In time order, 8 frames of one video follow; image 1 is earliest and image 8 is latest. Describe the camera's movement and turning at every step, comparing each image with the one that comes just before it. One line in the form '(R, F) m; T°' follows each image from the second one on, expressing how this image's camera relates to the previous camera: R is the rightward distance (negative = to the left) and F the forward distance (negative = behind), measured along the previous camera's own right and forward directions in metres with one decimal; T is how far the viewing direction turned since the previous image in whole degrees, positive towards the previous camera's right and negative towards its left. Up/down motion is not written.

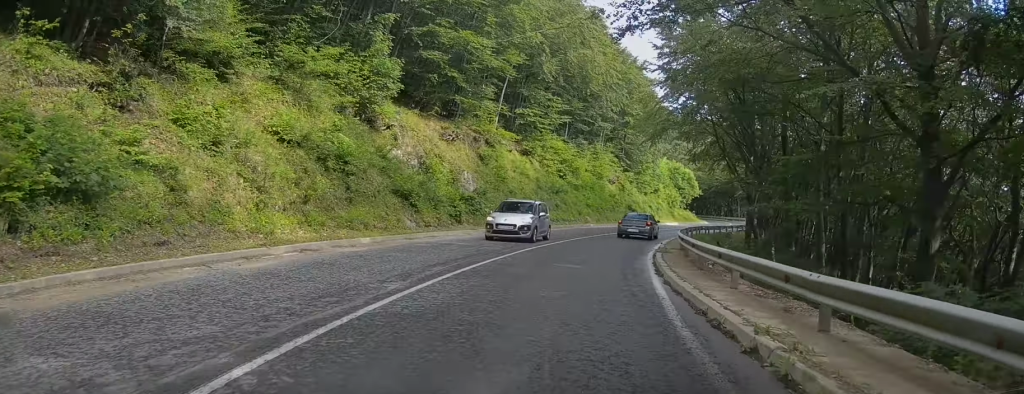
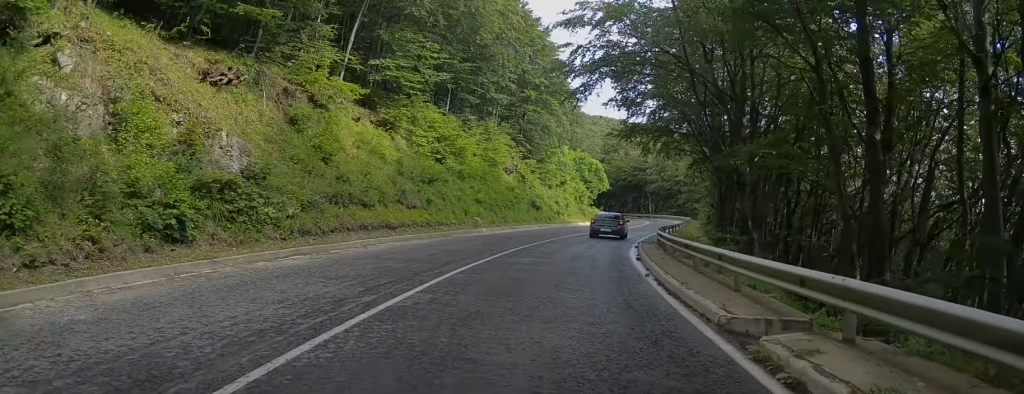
(+0.9, +17.1) m; +6°
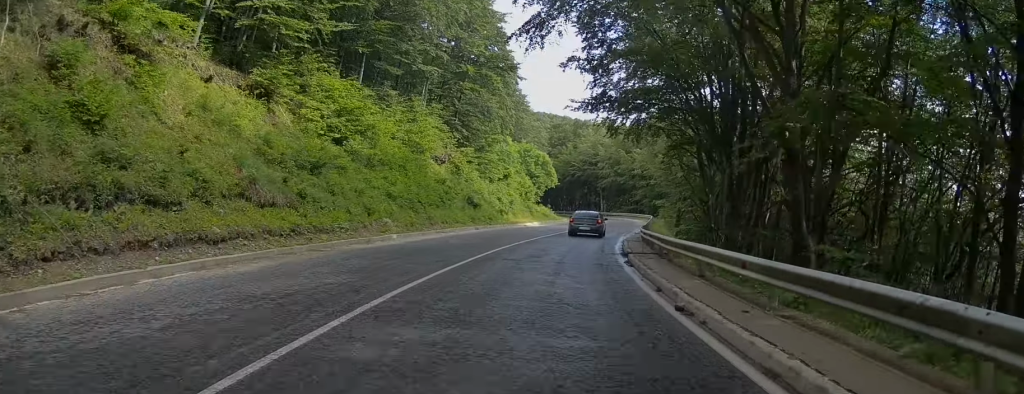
(+0.1, +10.2) m; +4°
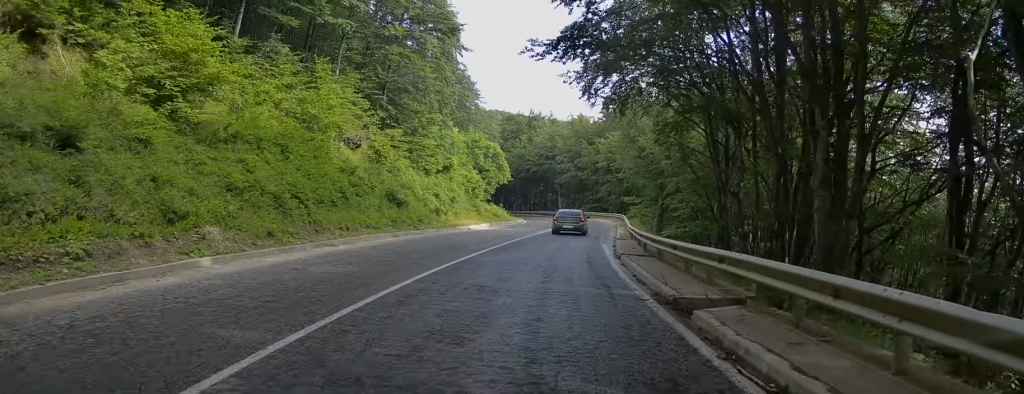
(+0.7, +11.3) m; +6°
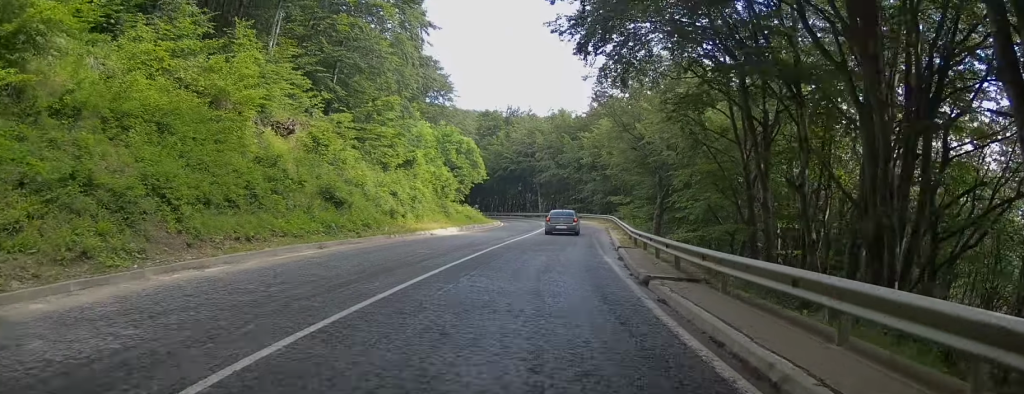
(+0.3, +7.0) m; +3°
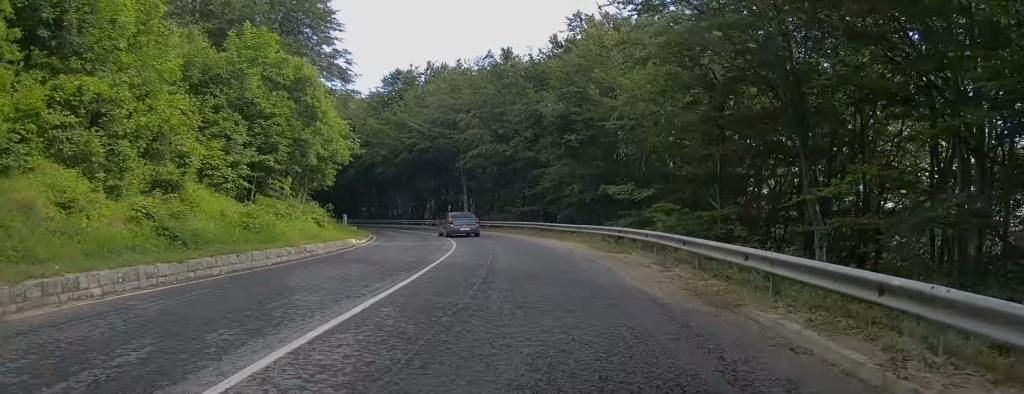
(+2.0, +38.0) m; +2°
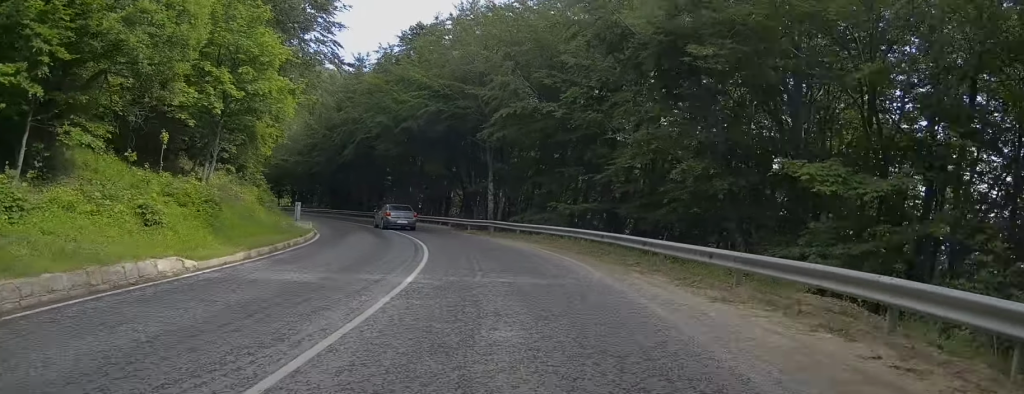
(-0.4, +18.7) m; -5°
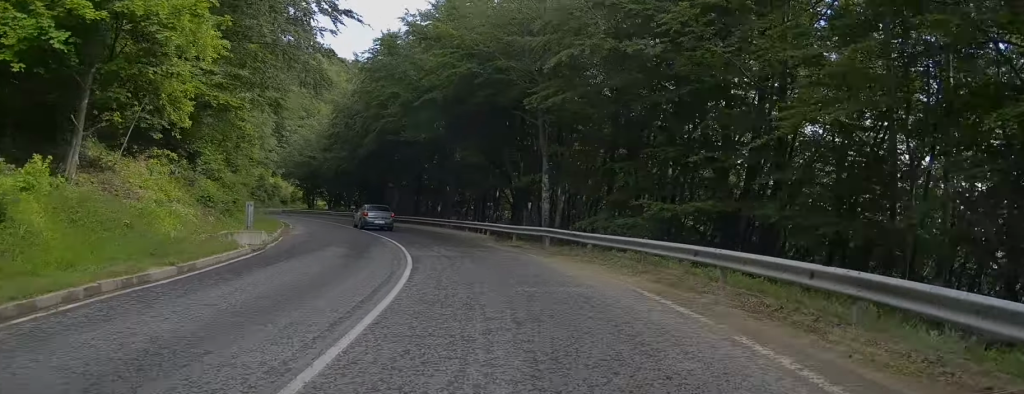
(-0.8, +11.8) m; -4°
